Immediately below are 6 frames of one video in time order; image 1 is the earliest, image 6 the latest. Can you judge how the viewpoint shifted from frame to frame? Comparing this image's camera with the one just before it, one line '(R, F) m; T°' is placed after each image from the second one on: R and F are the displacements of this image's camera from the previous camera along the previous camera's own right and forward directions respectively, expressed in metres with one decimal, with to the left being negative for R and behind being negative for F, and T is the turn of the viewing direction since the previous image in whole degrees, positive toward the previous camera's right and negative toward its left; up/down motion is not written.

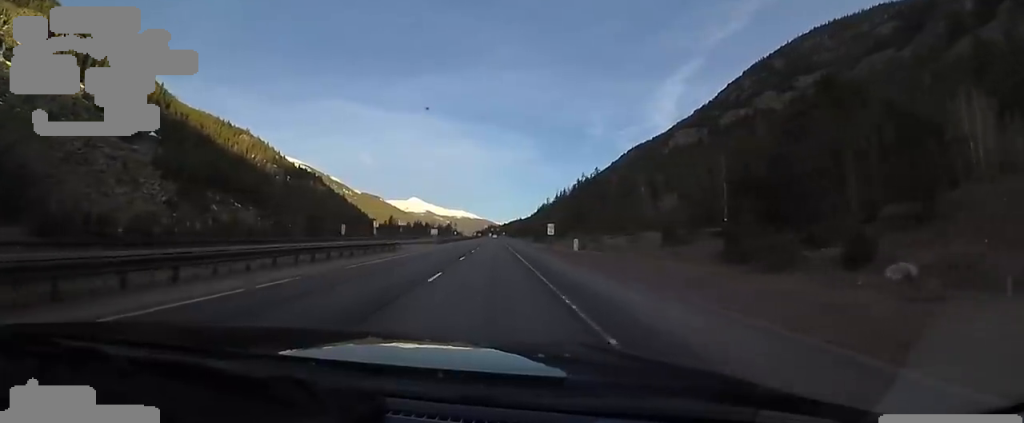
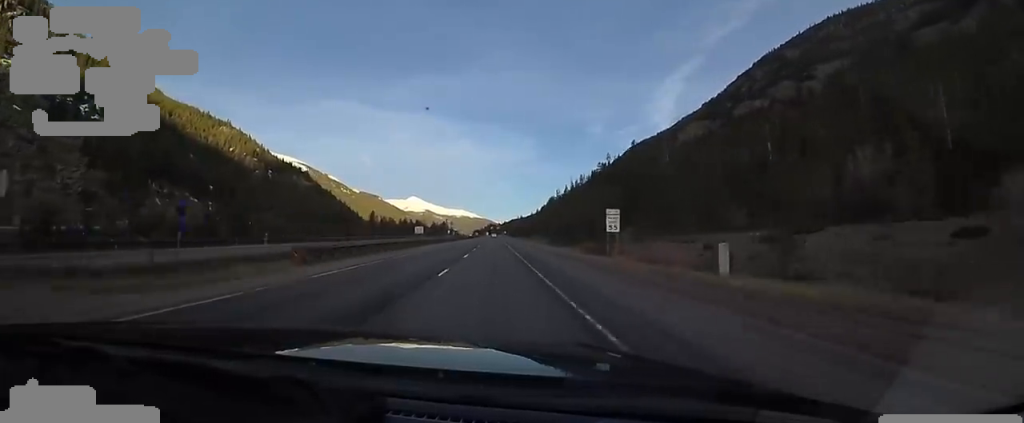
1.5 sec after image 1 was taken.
(-0.7, +46.3) m; 0°
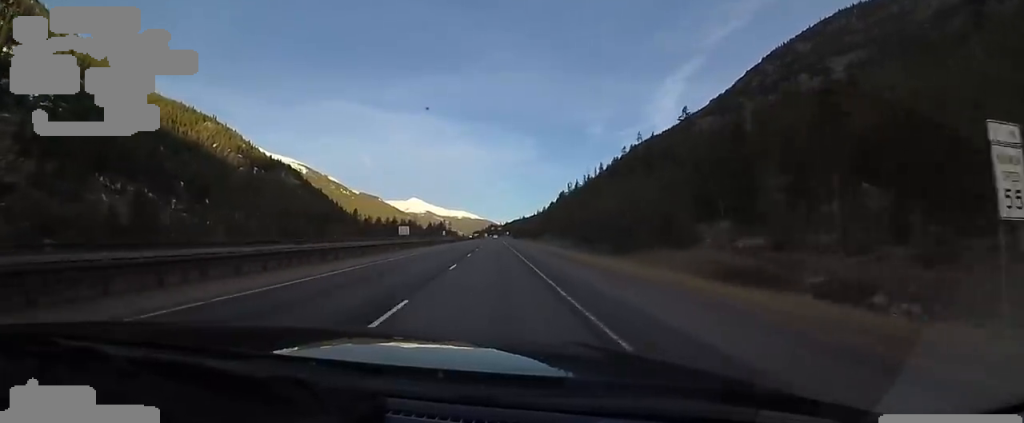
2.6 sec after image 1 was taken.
(+0.2, +33.5) m; 0°
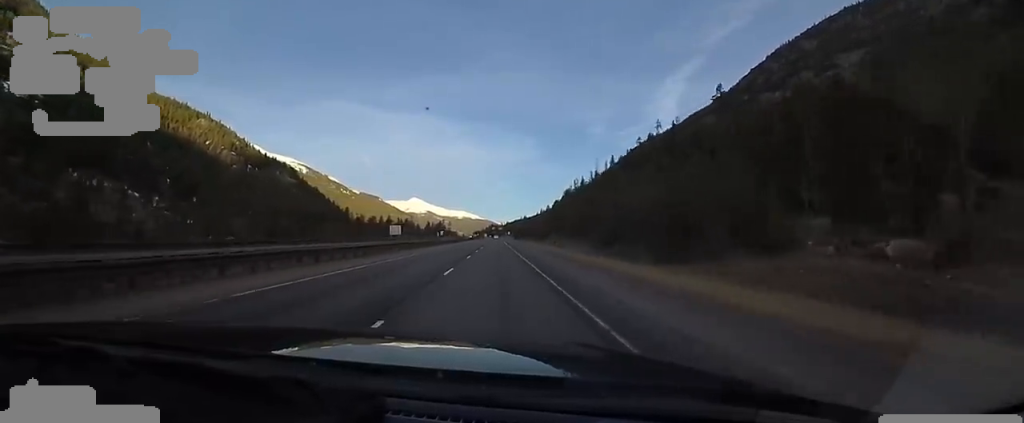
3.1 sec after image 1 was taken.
(-0.7, +14.1) m; 0°
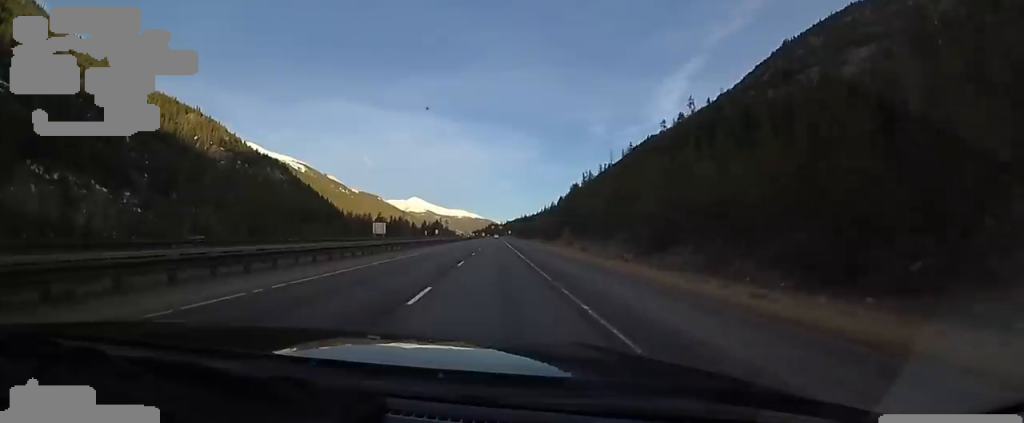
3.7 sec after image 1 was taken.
(+0.8, +19.1) m; +2°
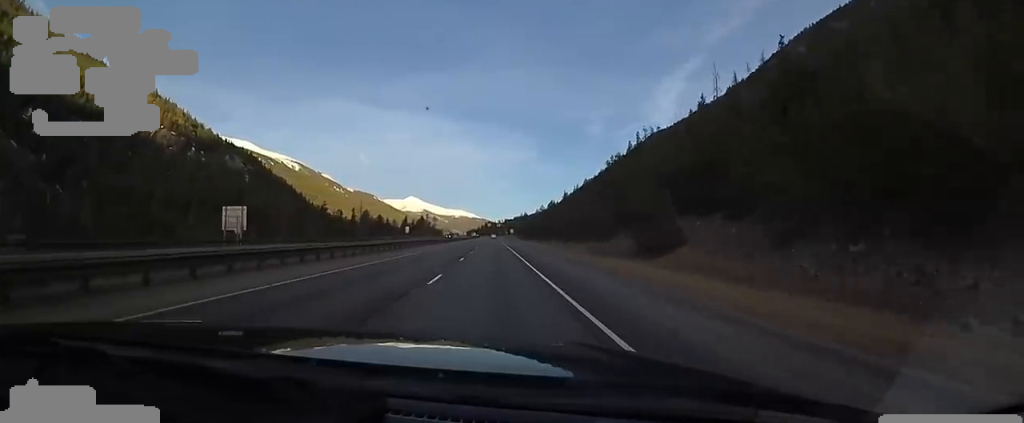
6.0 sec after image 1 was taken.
(-1.2, +68.8) m; -2°
